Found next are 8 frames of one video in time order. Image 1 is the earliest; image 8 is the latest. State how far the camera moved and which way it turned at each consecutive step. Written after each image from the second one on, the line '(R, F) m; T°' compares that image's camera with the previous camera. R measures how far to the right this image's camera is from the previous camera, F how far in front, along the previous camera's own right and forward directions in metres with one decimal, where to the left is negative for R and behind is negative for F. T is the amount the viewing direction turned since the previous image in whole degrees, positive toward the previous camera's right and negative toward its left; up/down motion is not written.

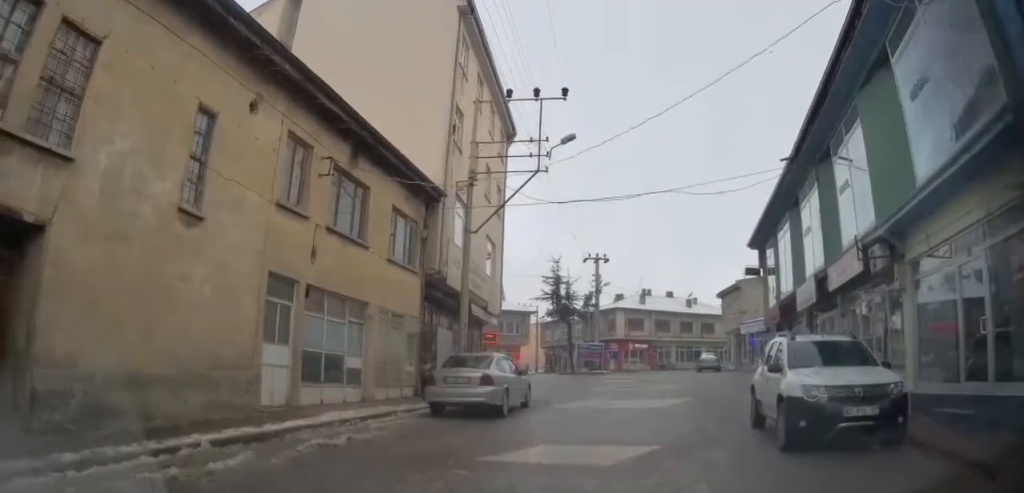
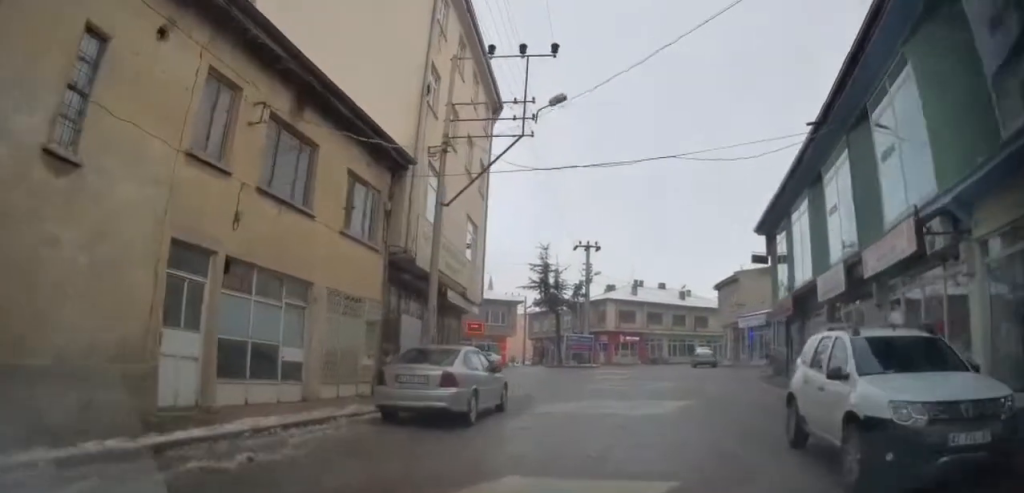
(+0.1, +2.8) m; +1°
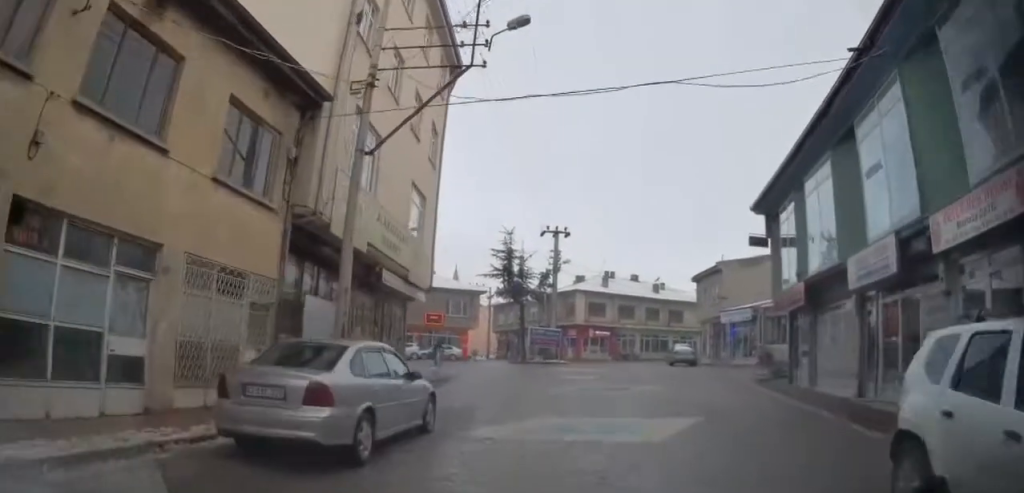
(+0.1, +4.2) m; +1°
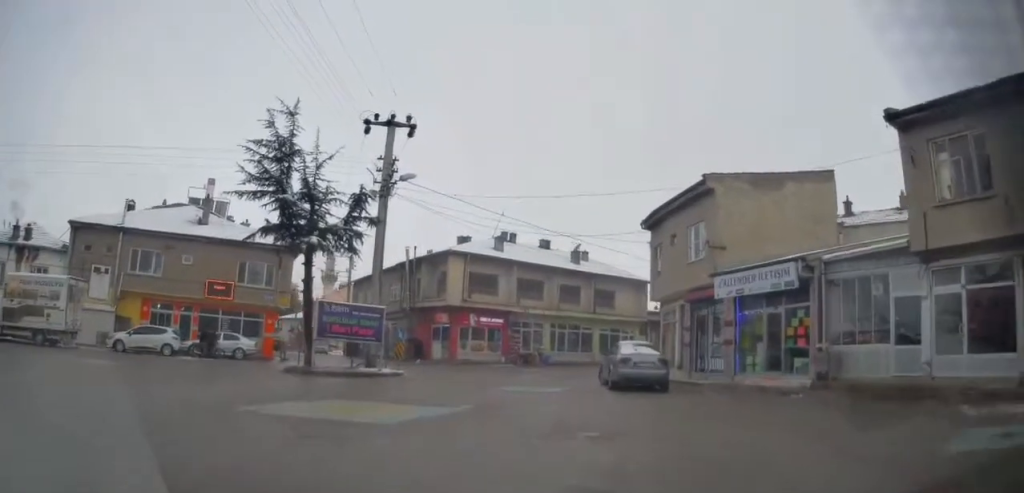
(-0.3, +24.6) m; 0°
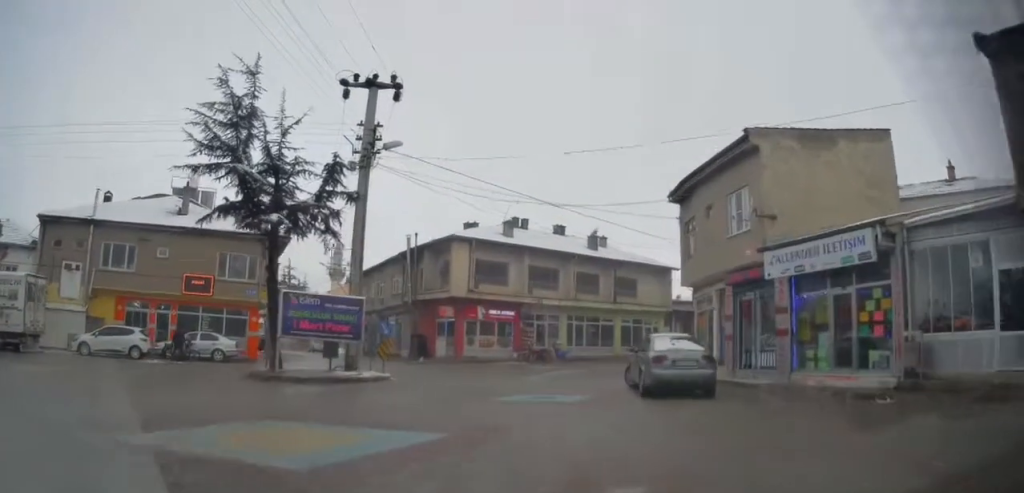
(0.0, +4.4) m; +2°
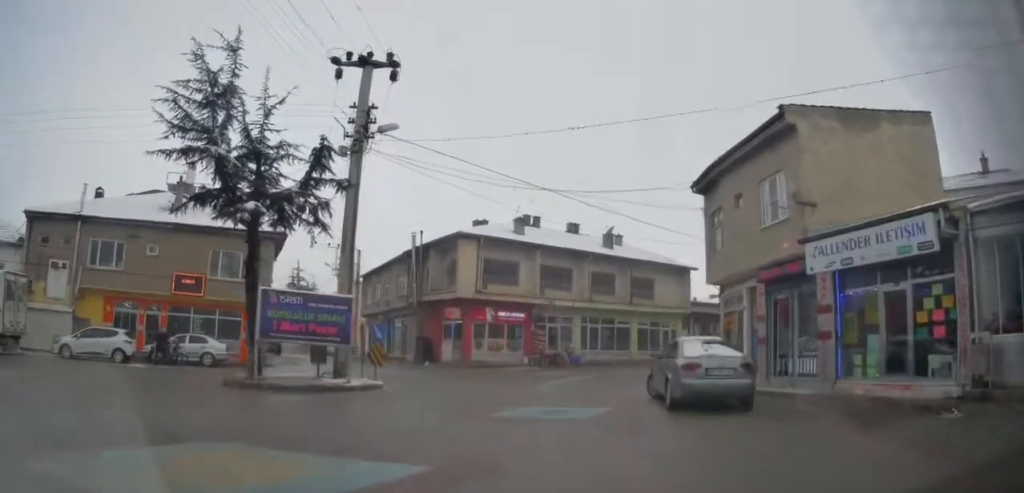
(-0.1, +2.6) m; +1°
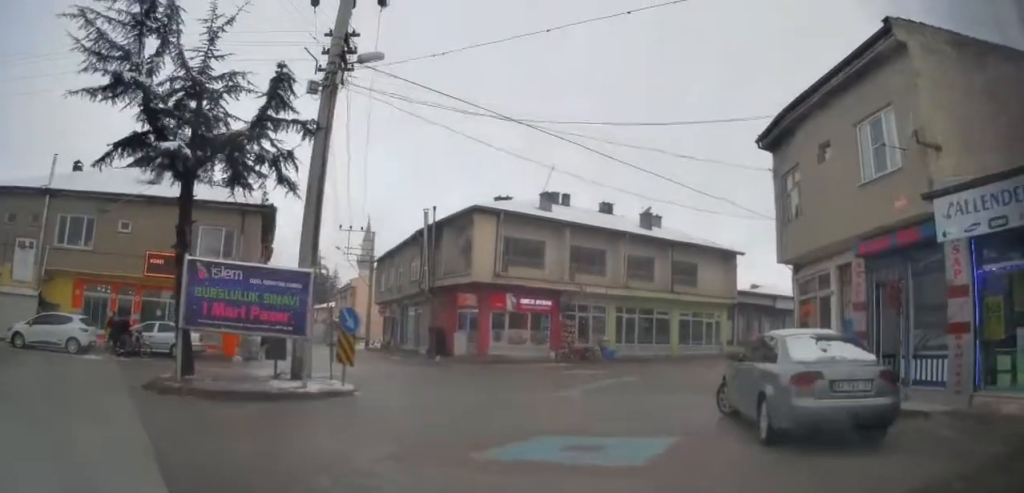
(+0.3, +5.3) m; +3°
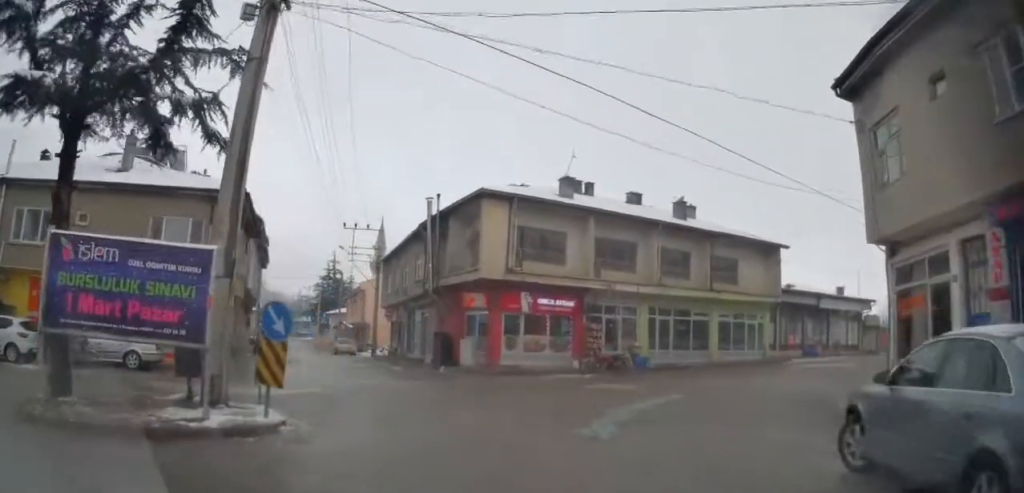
(+0.1, +4.9) m; +1°
